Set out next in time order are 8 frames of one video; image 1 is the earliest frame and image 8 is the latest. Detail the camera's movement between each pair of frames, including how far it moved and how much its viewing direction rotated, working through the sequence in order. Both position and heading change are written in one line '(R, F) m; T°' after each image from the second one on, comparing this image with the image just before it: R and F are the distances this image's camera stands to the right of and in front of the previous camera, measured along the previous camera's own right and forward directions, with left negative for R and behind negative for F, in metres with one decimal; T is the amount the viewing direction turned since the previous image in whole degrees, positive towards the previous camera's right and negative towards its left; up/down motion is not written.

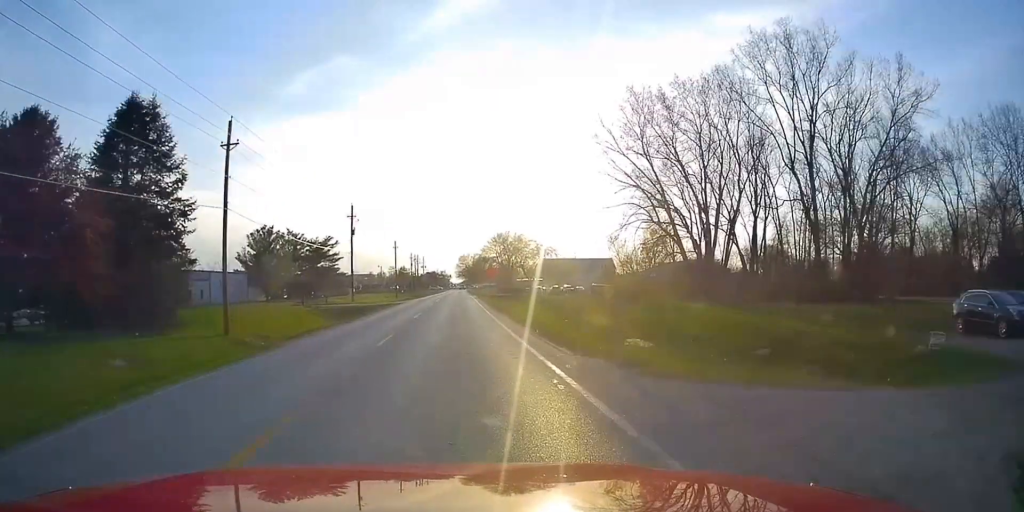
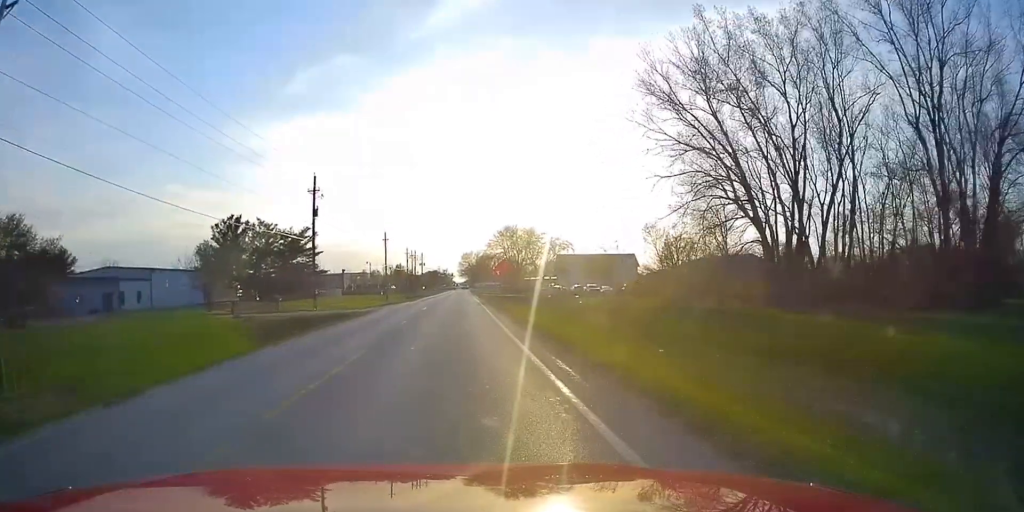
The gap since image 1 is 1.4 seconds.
(-0.3, +19.7) m; -2°
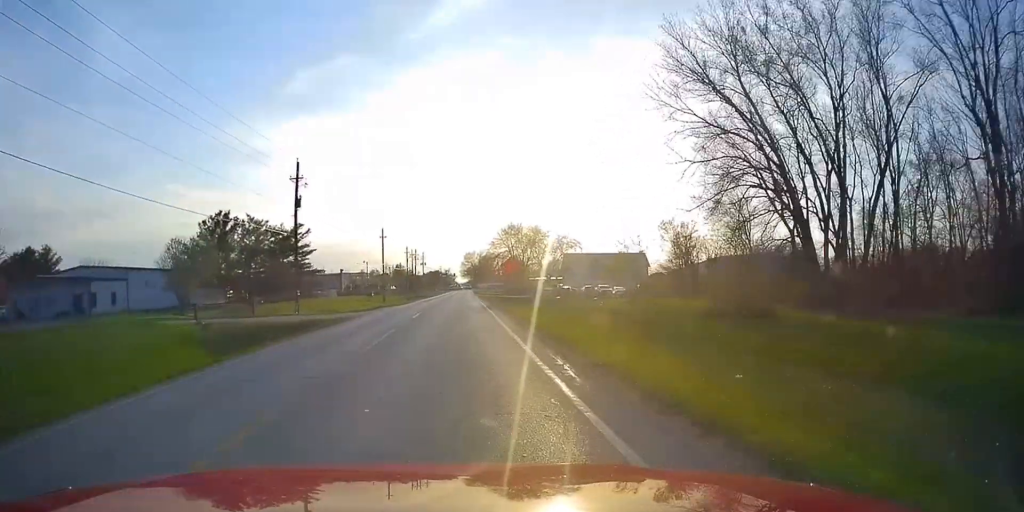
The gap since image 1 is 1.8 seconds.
(0.0, +6.2) m; -1°
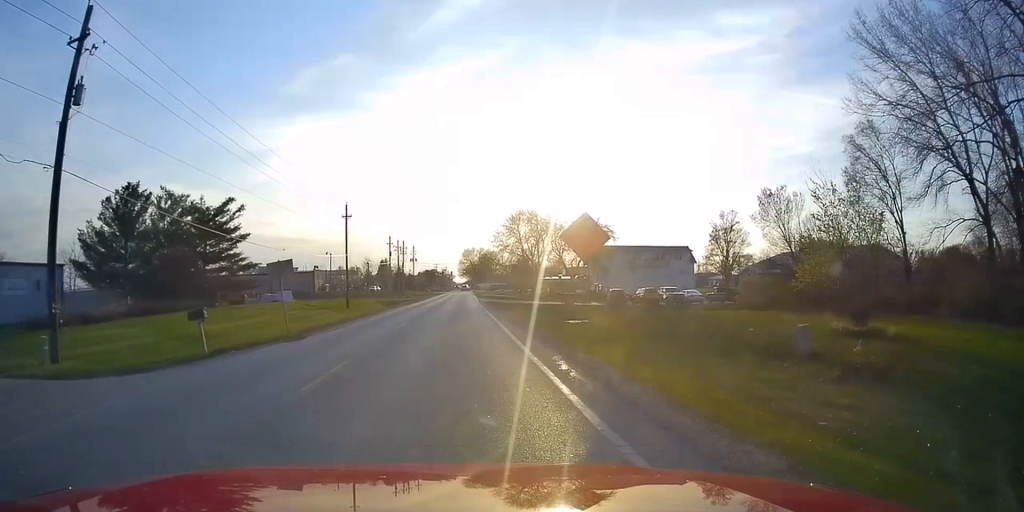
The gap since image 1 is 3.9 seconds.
(-0.4, +28.8) m; +2°
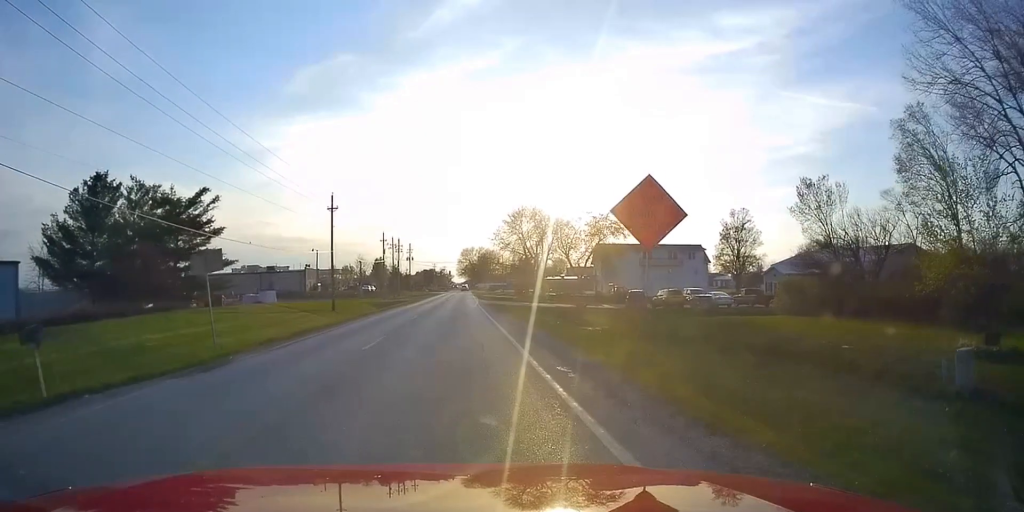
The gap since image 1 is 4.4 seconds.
(+0.1, +7.2) m; +1°
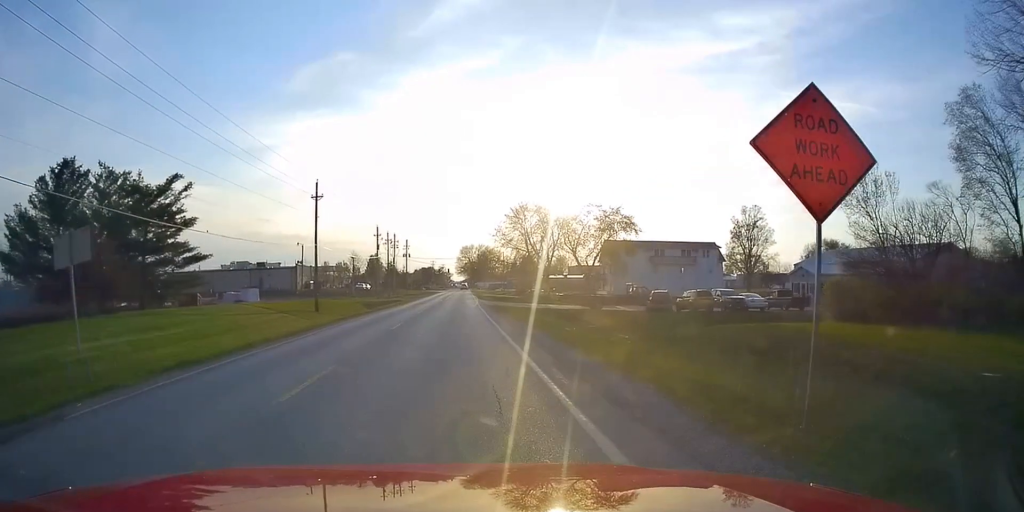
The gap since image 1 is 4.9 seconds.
(+0.3, +6.6) m; -1°
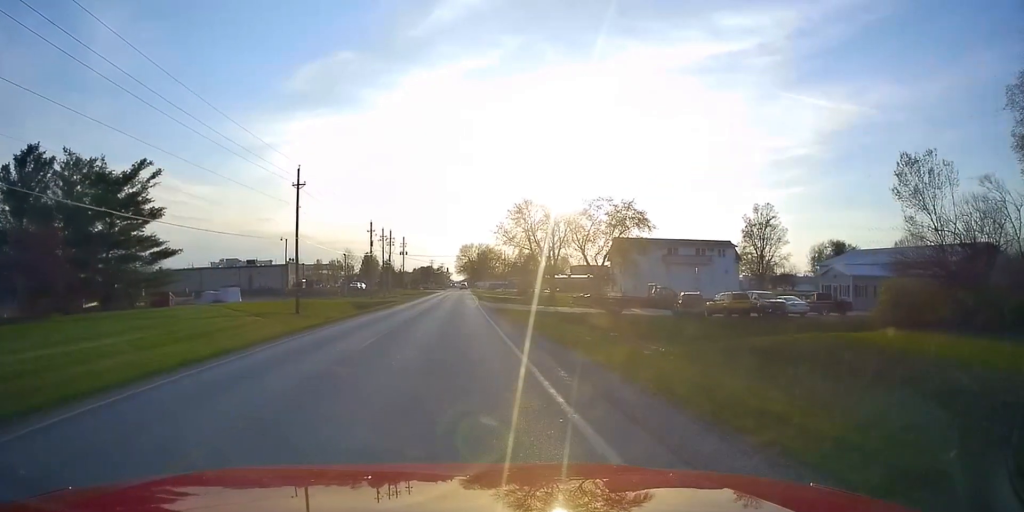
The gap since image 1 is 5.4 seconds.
(+0.1, +6.5) m; -1°
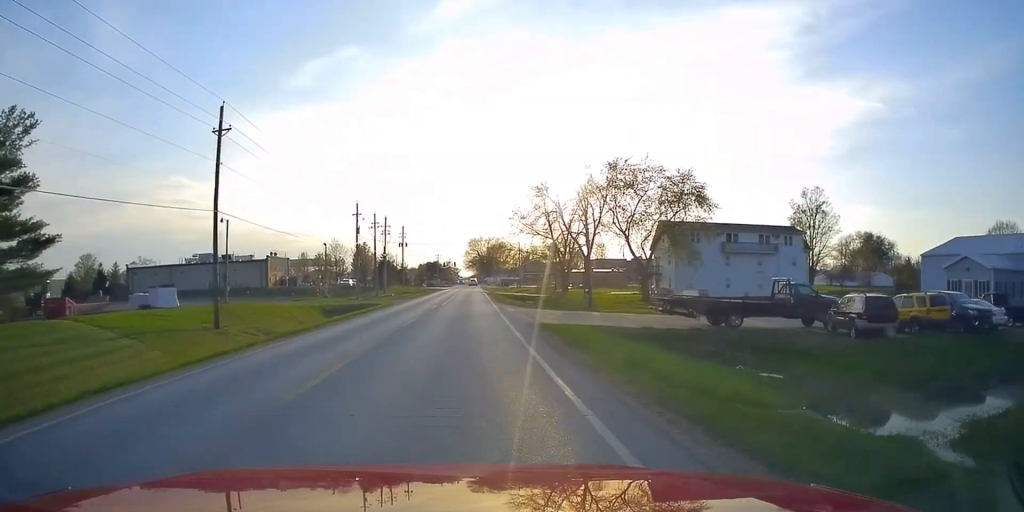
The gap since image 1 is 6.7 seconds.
(-0.8, +17.4) m; -1°
